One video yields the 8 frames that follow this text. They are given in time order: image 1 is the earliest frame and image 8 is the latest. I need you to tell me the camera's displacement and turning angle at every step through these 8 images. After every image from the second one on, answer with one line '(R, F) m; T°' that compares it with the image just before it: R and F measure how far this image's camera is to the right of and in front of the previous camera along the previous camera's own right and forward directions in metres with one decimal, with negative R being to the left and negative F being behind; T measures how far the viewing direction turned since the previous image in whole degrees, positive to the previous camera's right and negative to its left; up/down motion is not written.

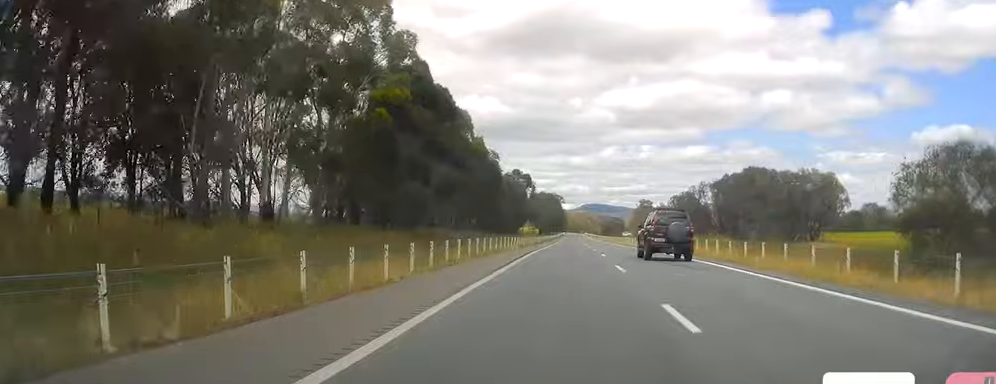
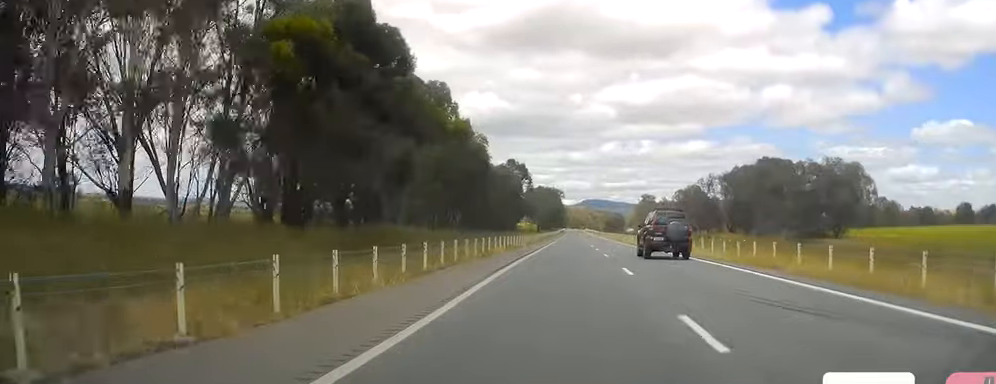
(+0.2, +13.5) m; +1°
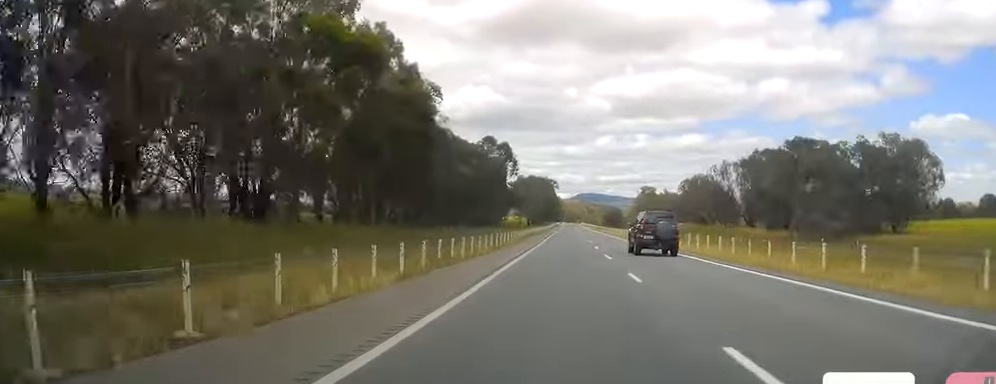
(+0.3, +26.9) m; +1°
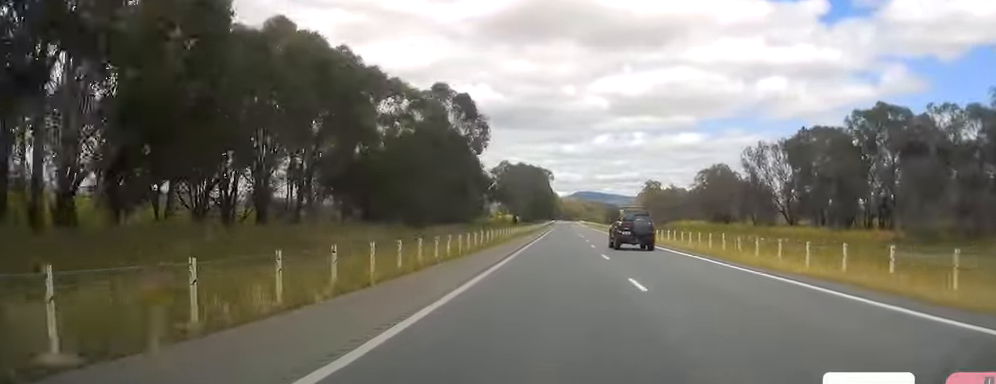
(-0.1, +38.6) m; 0°
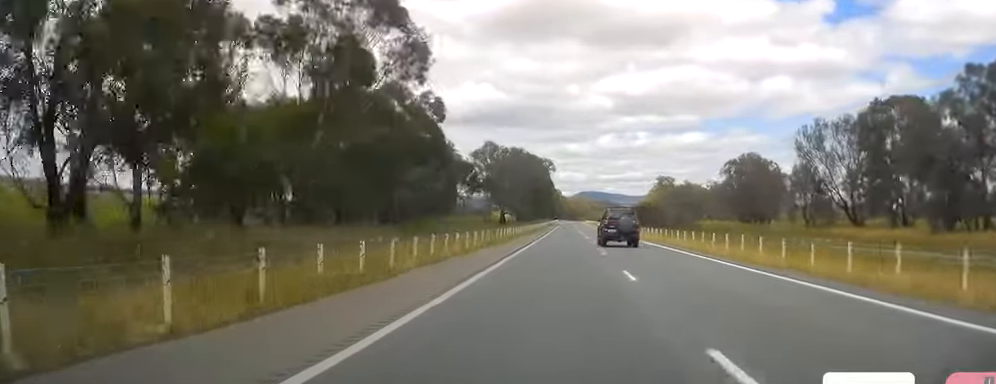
(+0.2, +33.8) m; -1°
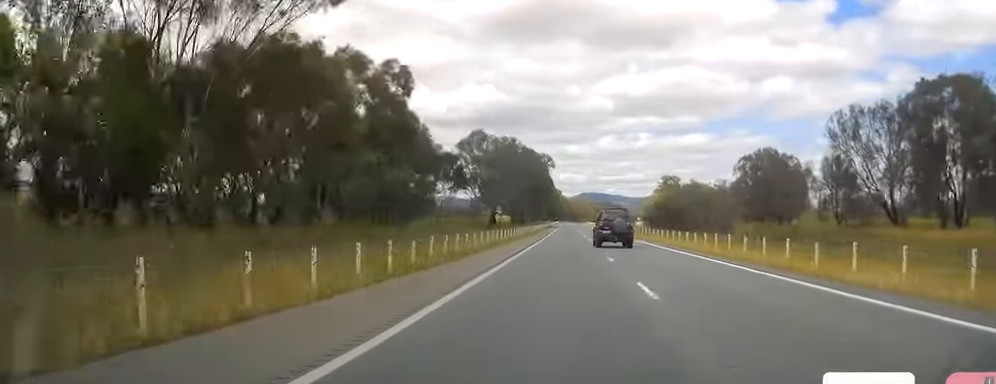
(-0.2, +15.4) m; 0°
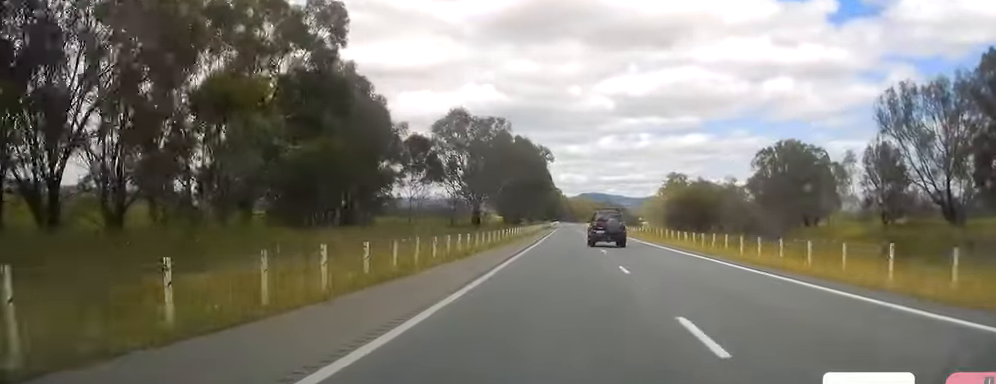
(-0.3, +17.3) m; 0°
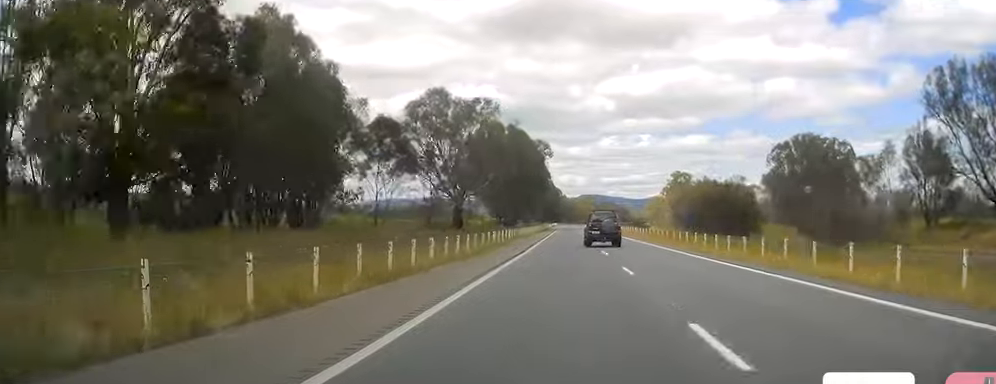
(+0.1, +12.5) m; 0°
